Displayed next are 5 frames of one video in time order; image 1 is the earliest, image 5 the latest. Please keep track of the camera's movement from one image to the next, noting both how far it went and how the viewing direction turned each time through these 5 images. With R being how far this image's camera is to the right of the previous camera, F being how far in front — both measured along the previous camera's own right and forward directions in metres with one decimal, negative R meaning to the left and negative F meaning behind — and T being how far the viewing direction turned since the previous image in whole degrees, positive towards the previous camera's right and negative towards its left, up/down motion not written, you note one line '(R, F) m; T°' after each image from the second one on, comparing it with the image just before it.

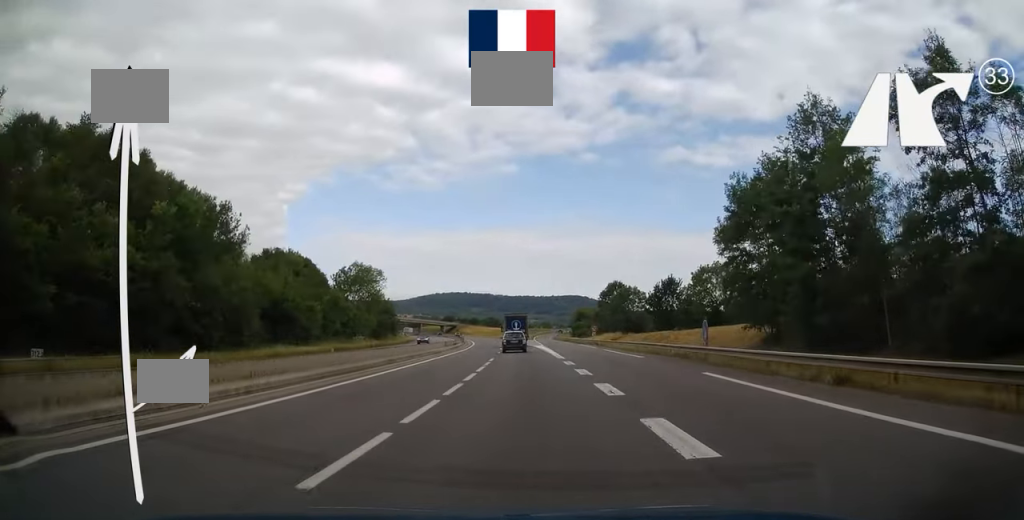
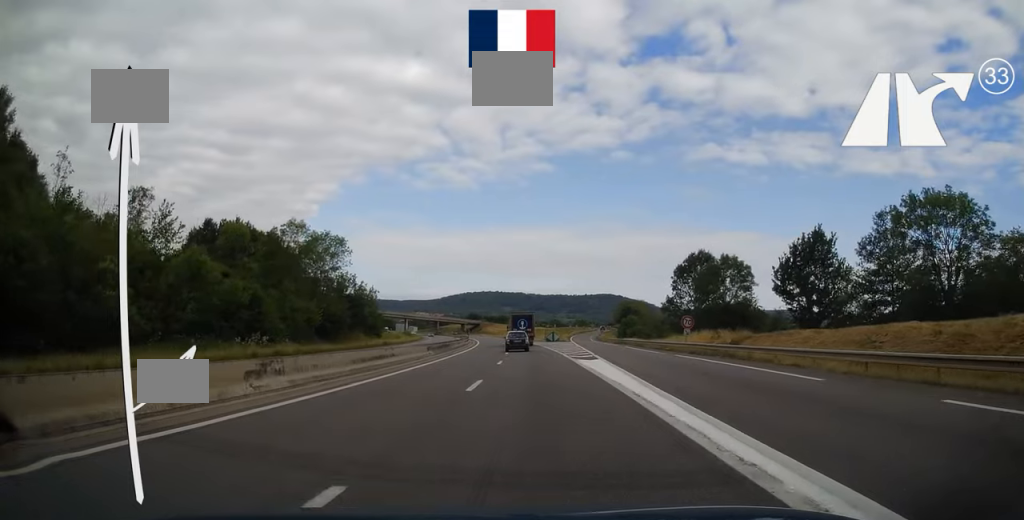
(-0.7, +42.4) m; -2°
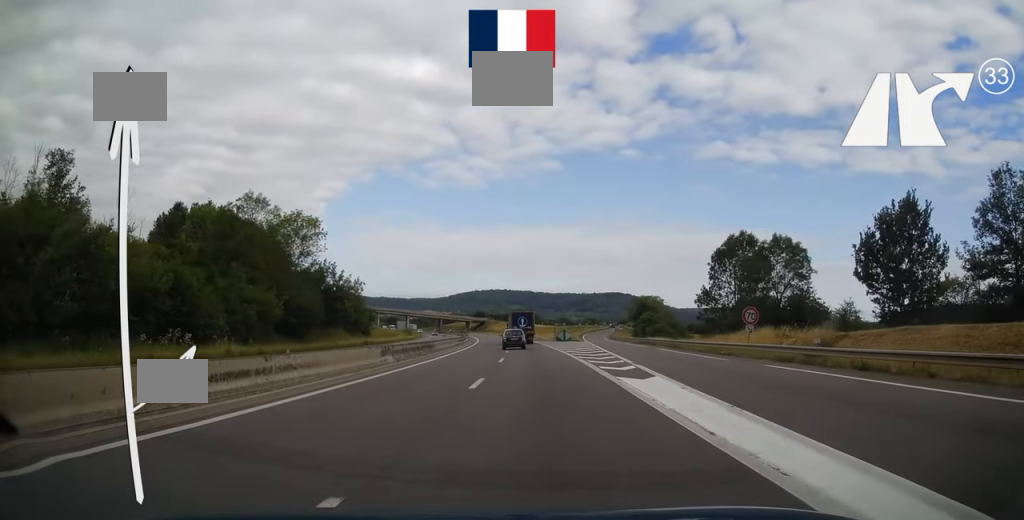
(-0.1, +13.5) m; -1°
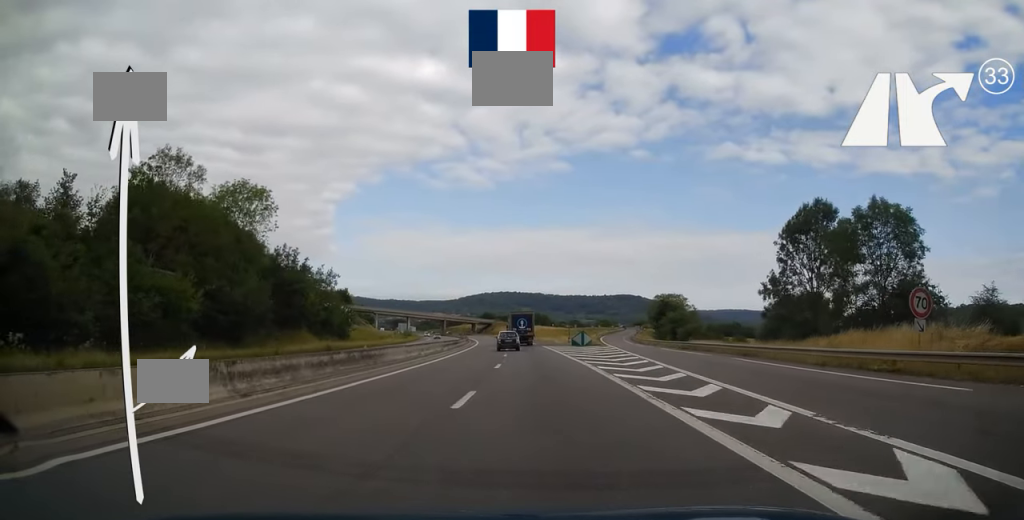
(0.0, +16.8) m; -1°
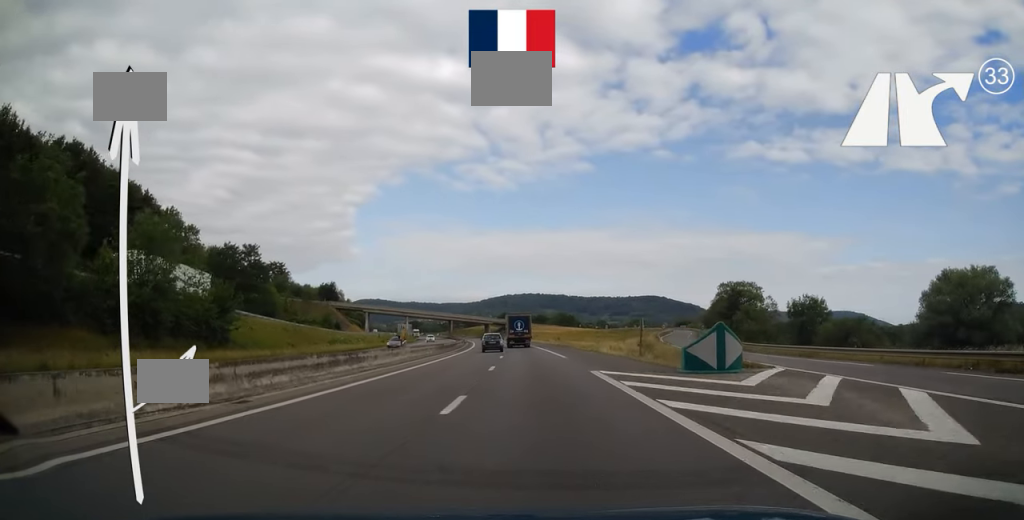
(-1.2, +40.0) m; -3°
